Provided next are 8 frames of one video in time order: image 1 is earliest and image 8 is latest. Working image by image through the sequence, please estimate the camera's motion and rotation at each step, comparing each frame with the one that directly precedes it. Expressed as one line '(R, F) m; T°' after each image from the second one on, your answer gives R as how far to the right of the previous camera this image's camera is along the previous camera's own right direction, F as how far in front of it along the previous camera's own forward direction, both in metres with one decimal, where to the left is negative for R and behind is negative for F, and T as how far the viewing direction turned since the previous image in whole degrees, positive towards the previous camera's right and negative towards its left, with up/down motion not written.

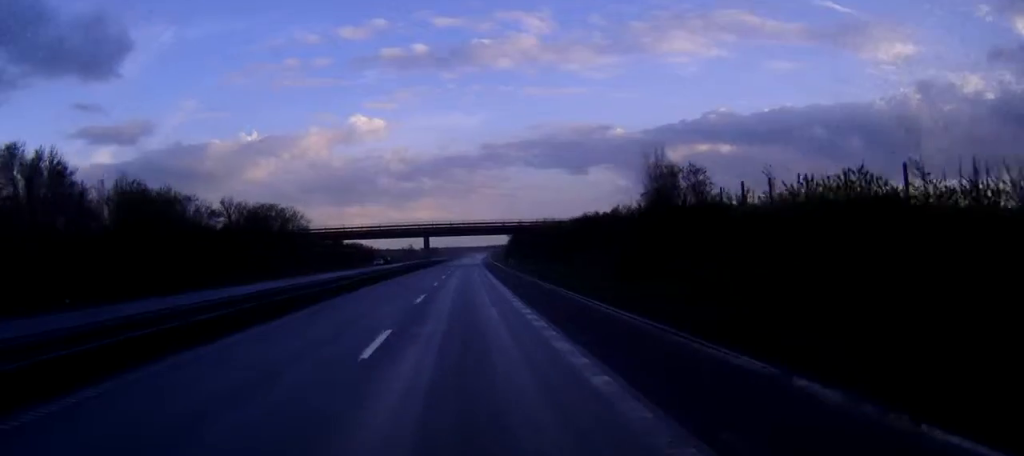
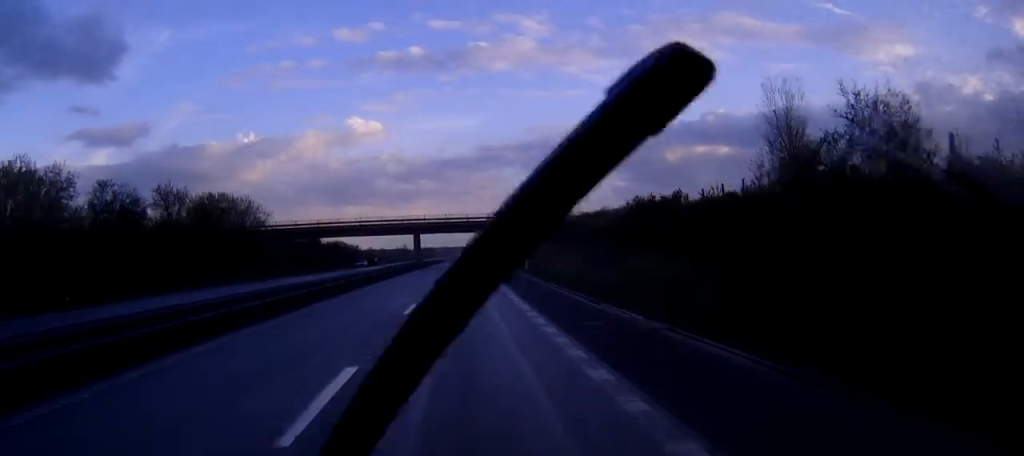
(+0.1, +21.0) m; 0°
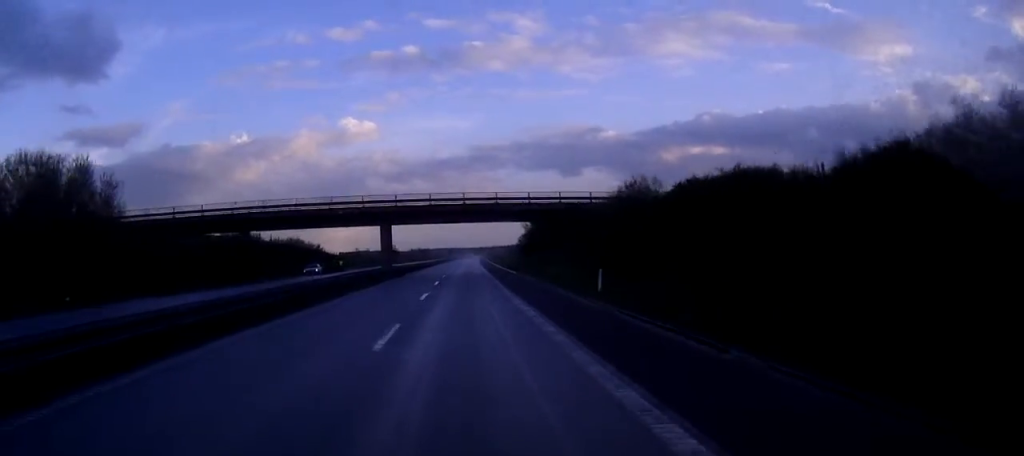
(+0.1, +37.6) m; 0°
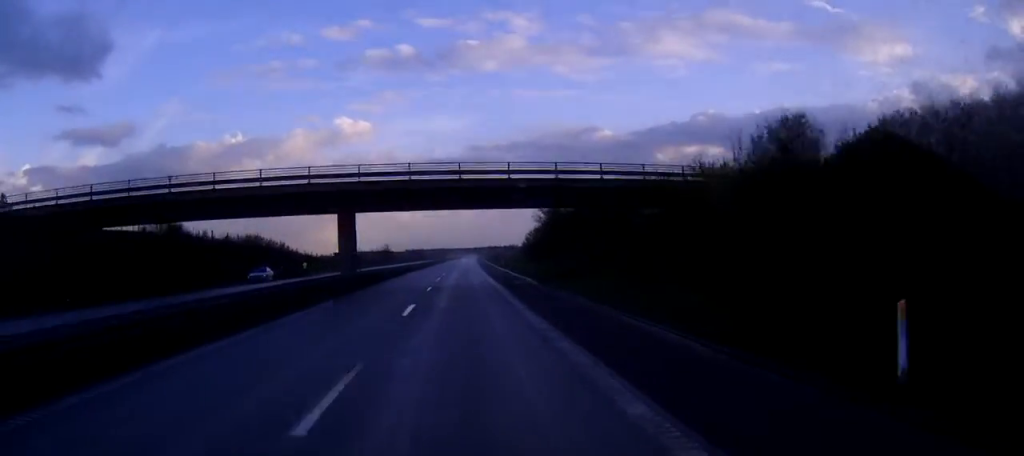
(0.0, +22.0) m; 0°
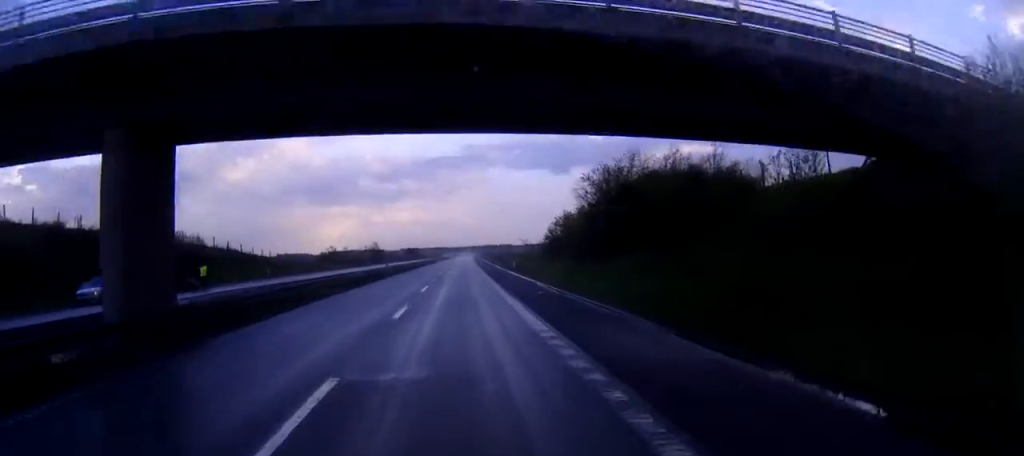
(+0.1, +31.7) m; 0°
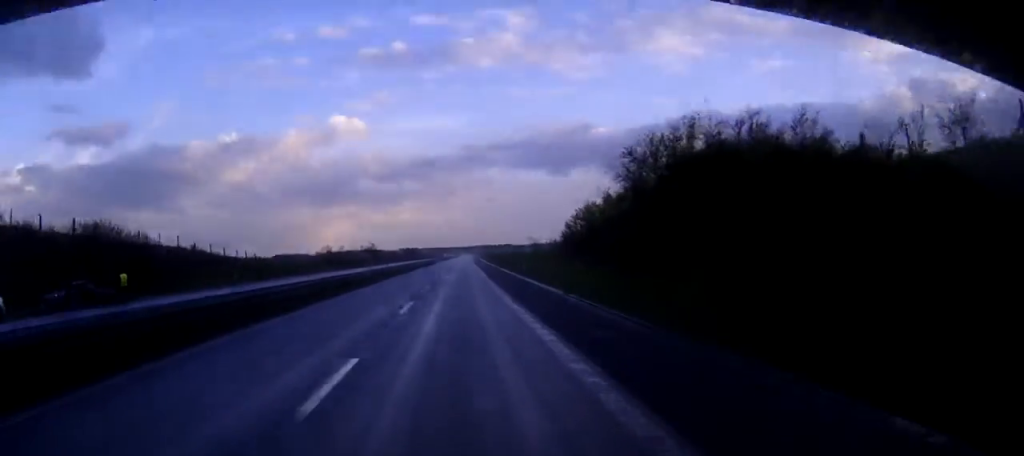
(0.0, +12.3) m; 0°
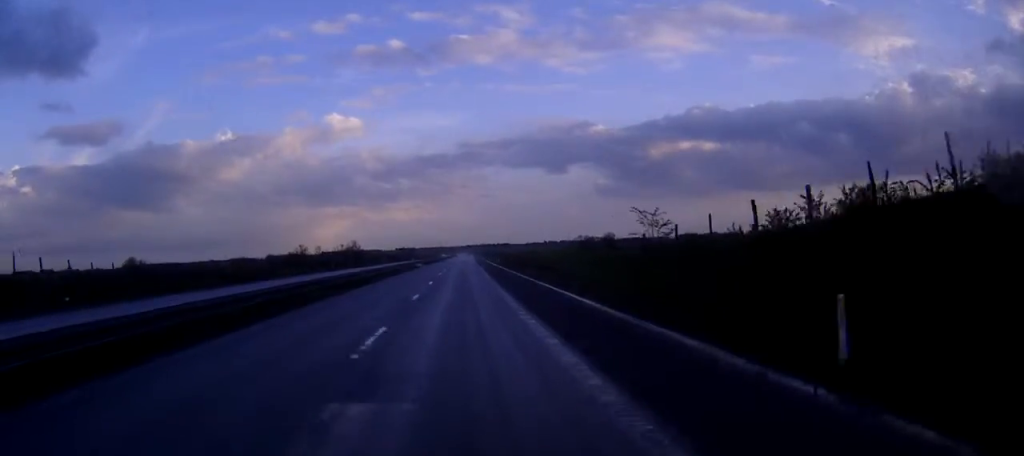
(-0.2, +55.5) m; 0°
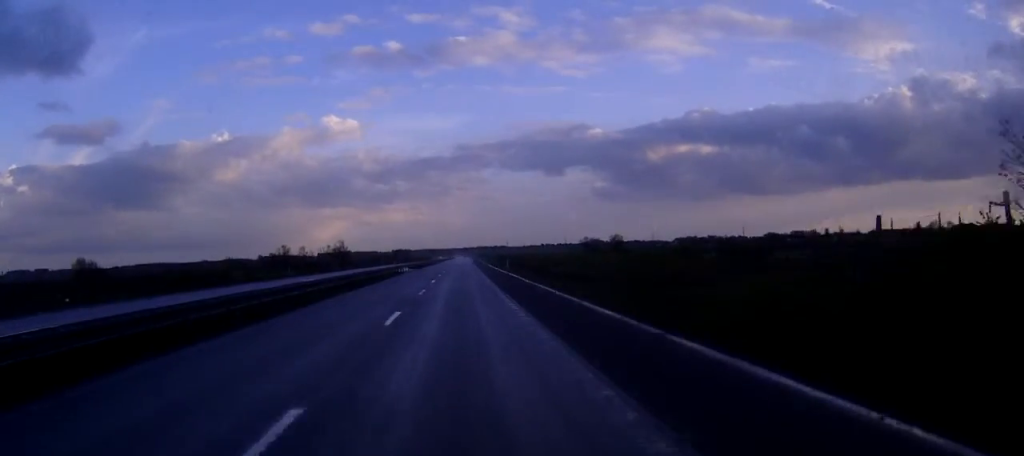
(+0.2, +25.0) m; 0°
